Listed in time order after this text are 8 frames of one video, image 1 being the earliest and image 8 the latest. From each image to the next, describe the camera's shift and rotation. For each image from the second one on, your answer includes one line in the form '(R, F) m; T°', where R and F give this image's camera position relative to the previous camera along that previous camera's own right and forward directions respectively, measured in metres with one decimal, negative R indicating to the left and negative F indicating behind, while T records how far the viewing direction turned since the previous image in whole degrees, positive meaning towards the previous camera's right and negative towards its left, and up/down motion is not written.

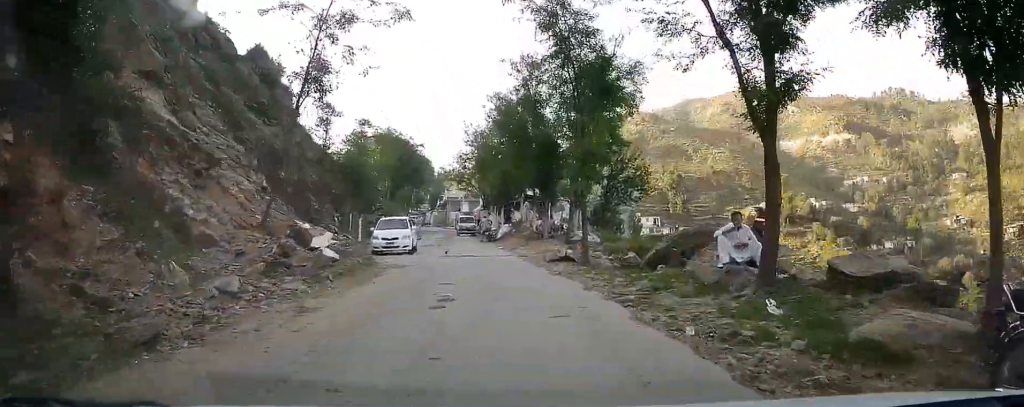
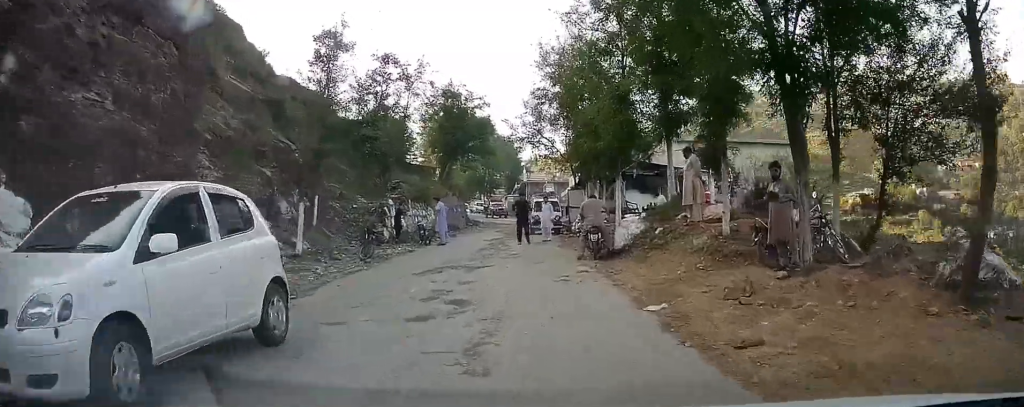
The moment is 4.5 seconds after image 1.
(-1.0, +17.1) m; -6°
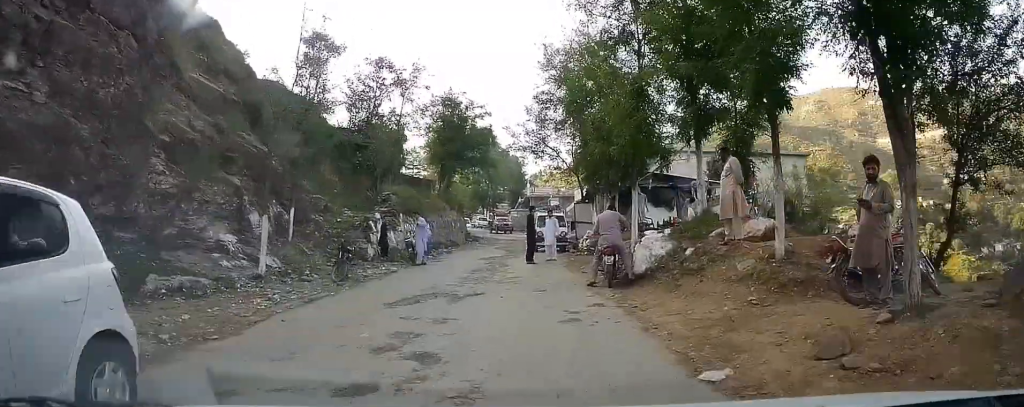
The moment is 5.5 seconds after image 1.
(0.0, +3.6) m; -1°
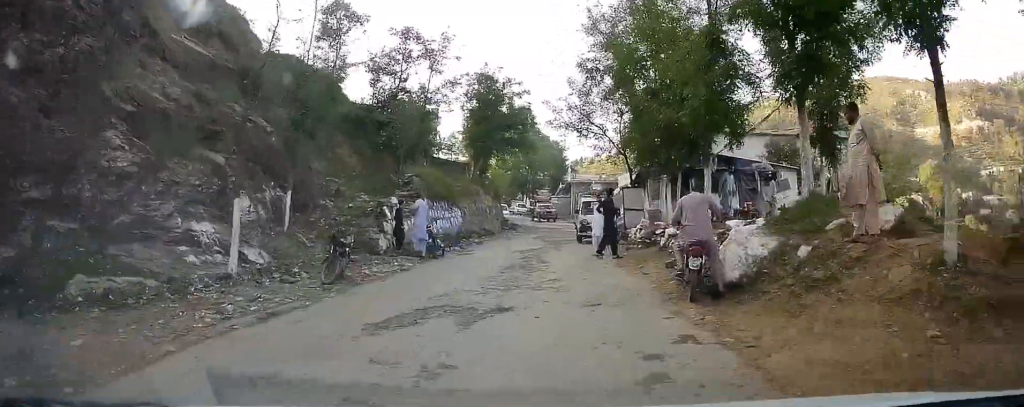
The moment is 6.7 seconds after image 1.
(0.0, +3.6) m; 0°
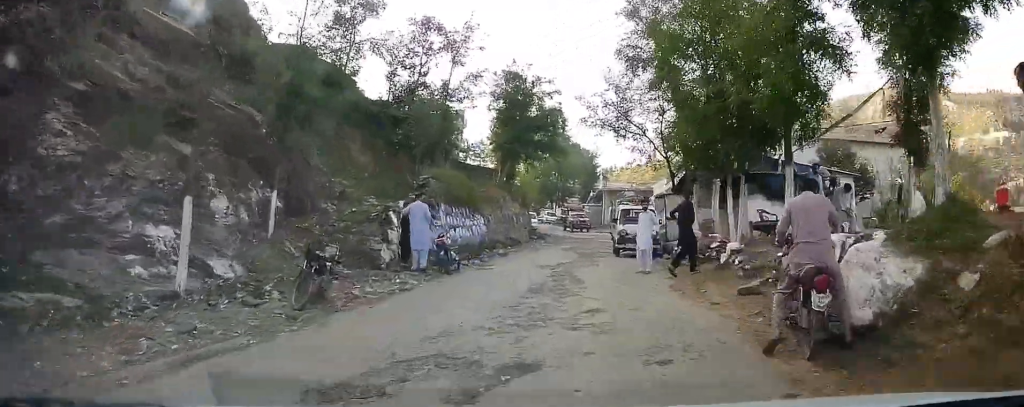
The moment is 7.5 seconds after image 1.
(0.0, +2.5) m; -1°
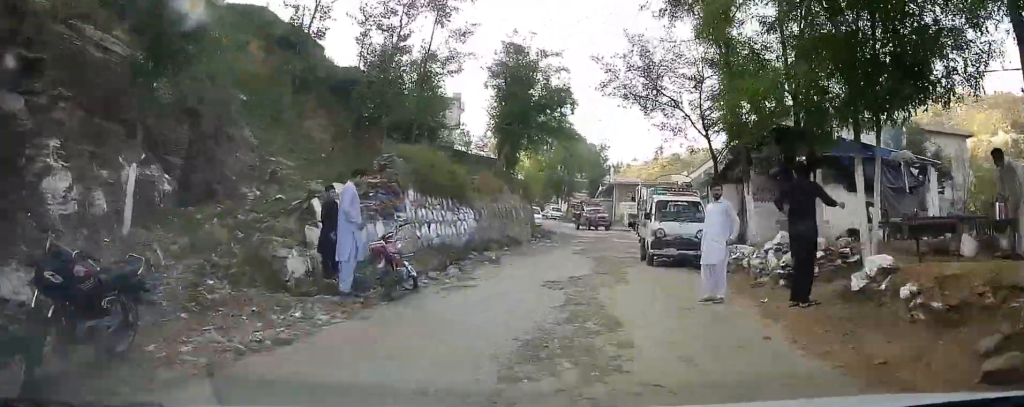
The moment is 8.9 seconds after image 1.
(+0.1, +4.4) m; -3°
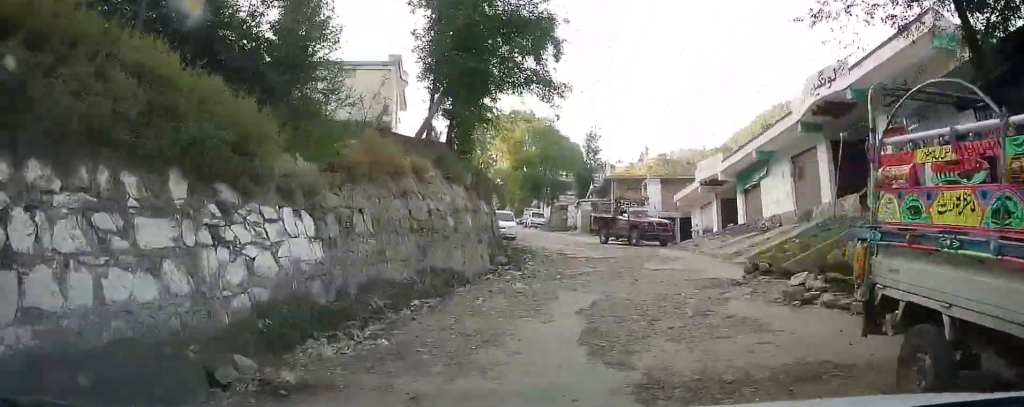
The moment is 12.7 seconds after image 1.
(-0.8, +12.5) m; -8°
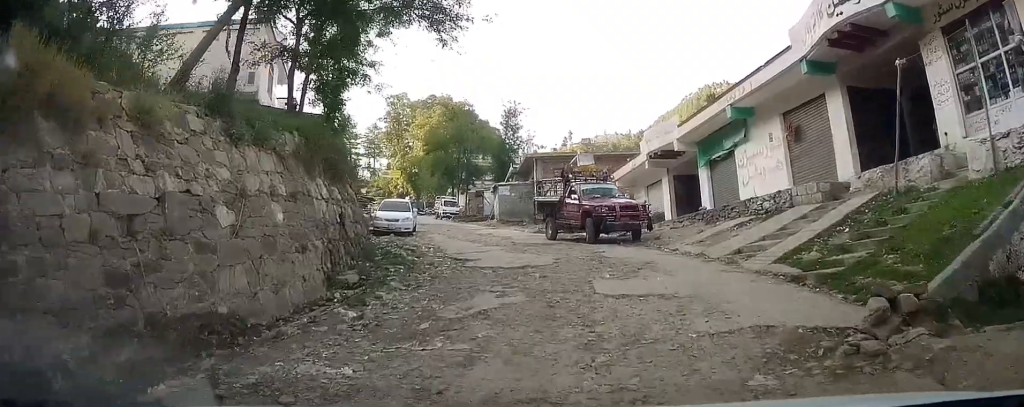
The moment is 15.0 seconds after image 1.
(-0.5, +7.2) m; -1°
